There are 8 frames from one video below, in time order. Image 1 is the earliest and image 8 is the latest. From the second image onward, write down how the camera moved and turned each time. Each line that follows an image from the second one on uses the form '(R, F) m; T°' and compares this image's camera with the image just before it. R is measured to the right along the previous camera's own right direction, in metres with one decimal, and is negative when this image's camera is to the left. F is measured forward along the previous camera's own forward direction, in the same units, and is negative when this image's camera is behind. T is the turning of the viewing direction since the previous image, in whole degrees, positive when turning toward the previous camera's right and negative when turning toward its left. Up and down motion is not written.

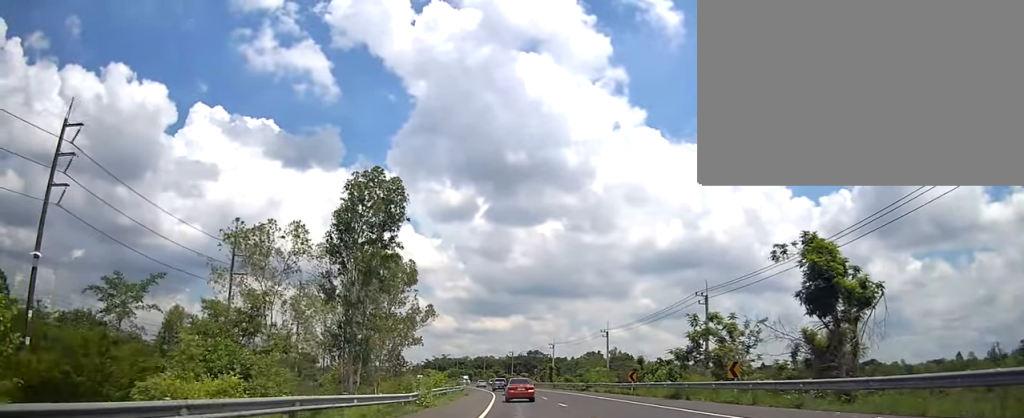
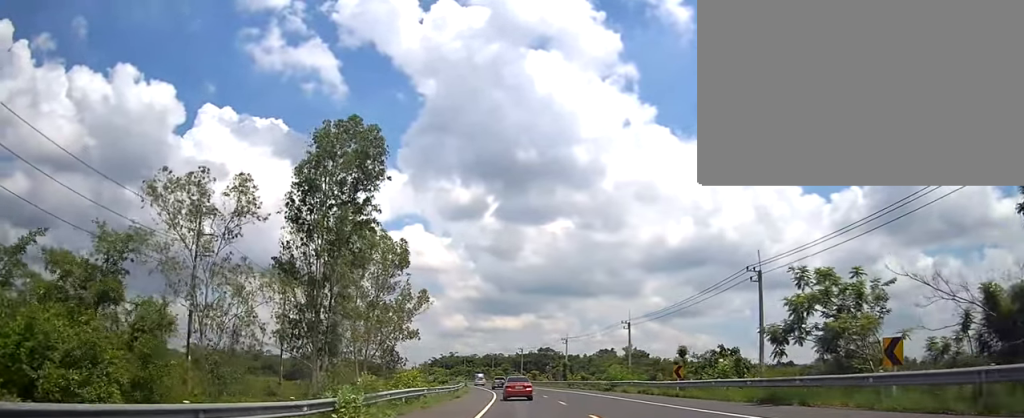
(-0.5, +11.6) m; -1°
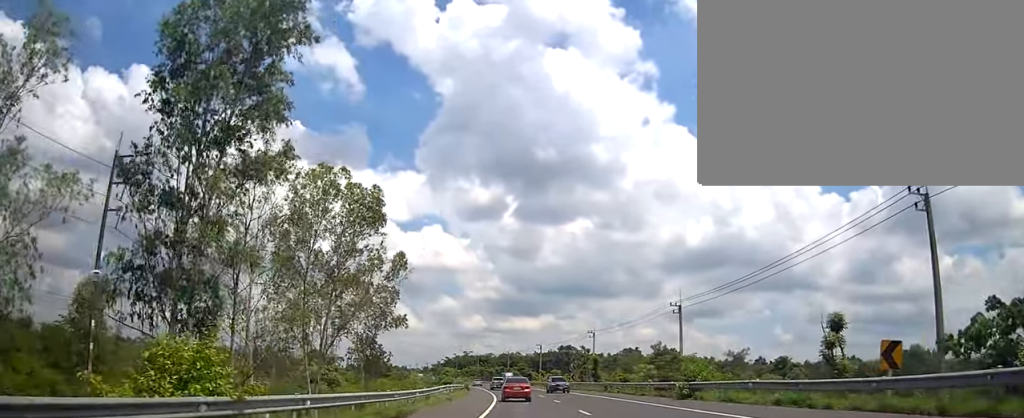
(+0.1, +19.7) m; -1°
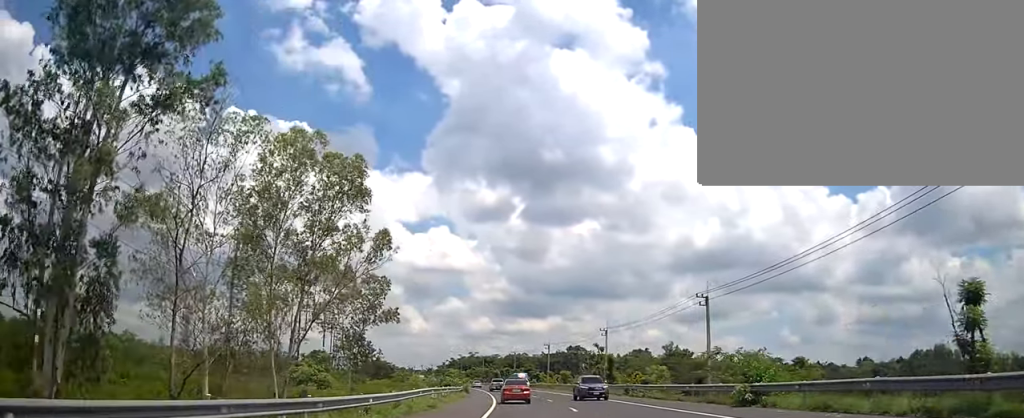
(-0.3, +7.5) m; 0°
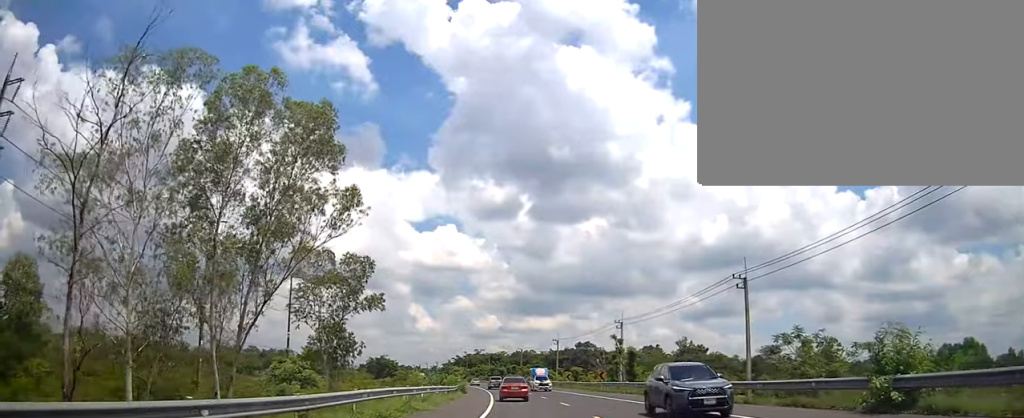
(+0.2, +8.5) m; -1°
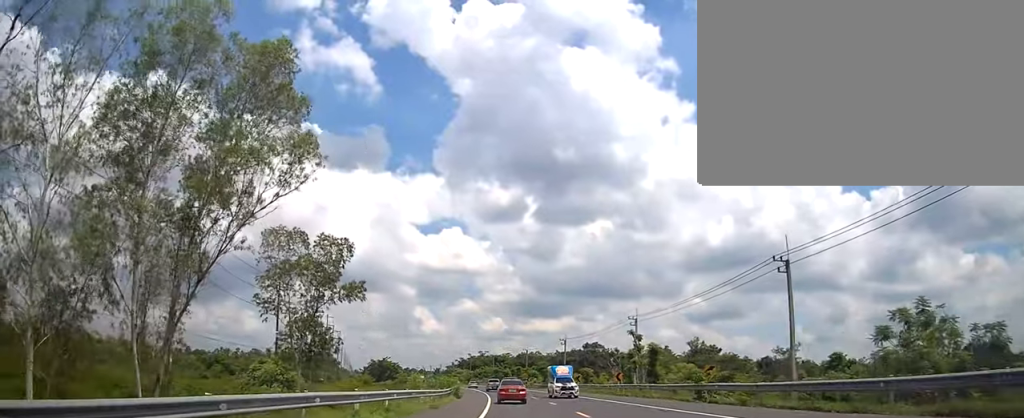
(+0.3, +7.3) m; -1°
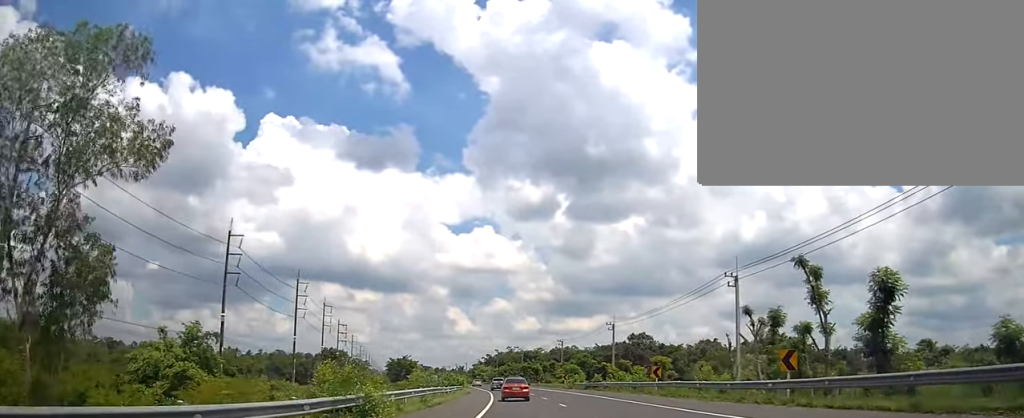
(-1.8, +28.7) m; -3°
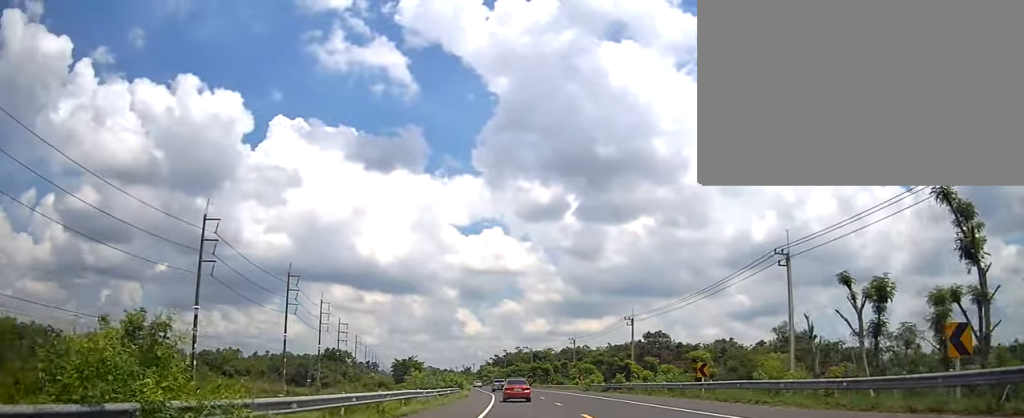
(+0.1, +8.5) m; 0°
